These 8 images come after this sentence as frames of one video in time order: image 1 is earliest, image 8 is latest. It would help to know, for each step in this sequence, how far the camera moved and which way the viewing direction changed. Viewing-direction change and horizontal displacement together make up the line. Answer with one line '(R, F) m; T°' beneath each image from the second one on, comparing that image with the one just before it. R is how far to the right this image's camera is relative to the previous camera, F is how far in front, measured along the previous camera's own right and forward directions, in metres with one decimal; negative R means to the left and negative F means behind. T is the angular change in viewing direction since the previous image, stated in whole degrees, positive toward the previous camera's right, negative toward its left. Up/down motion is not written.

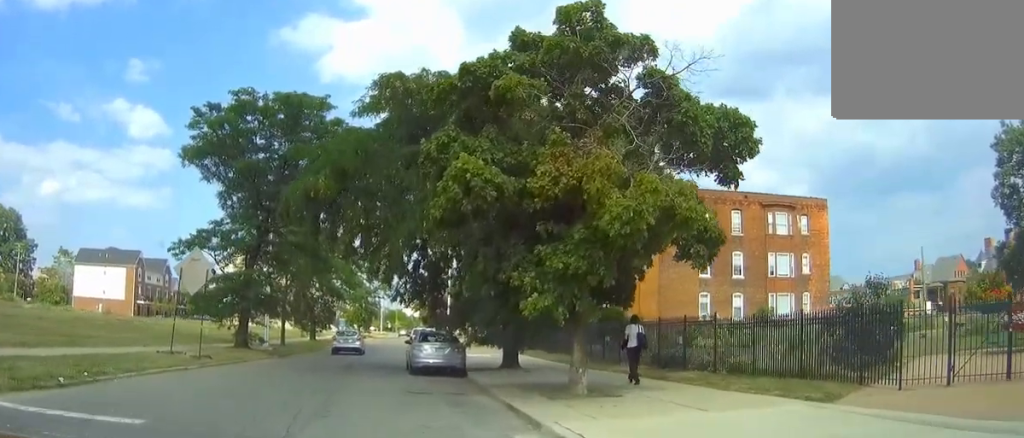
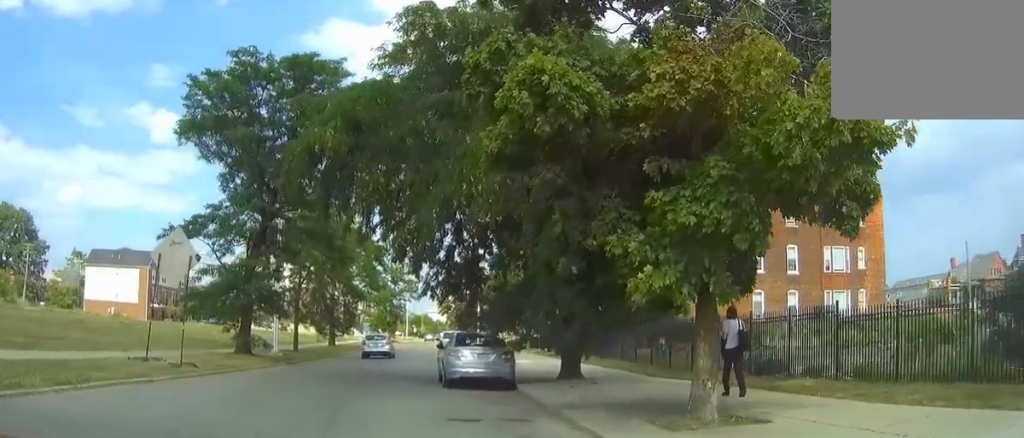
(-0.1, +5.2) m; -3°
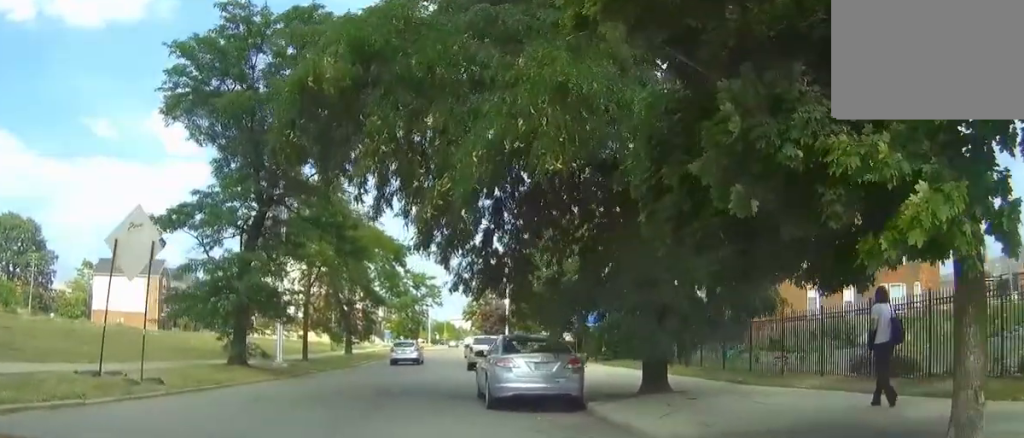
(-0.2, +4.9) m; -2°
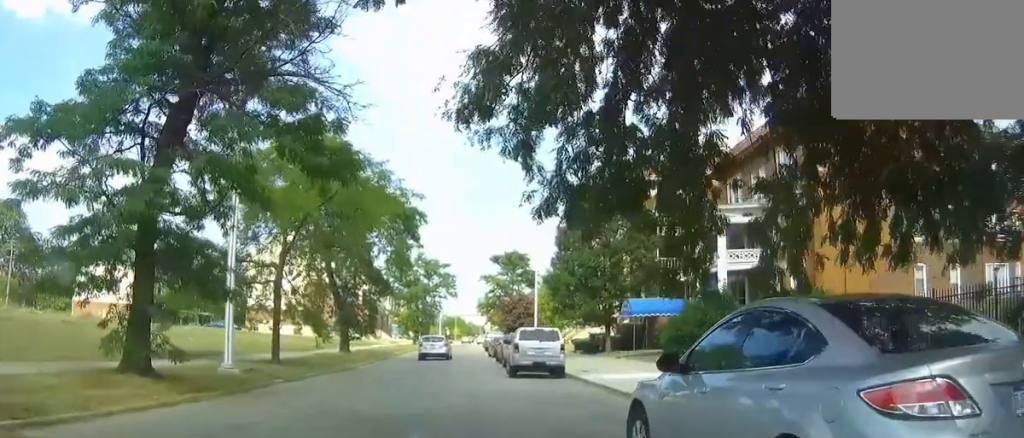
(-0.1, +11.0) m; 0°
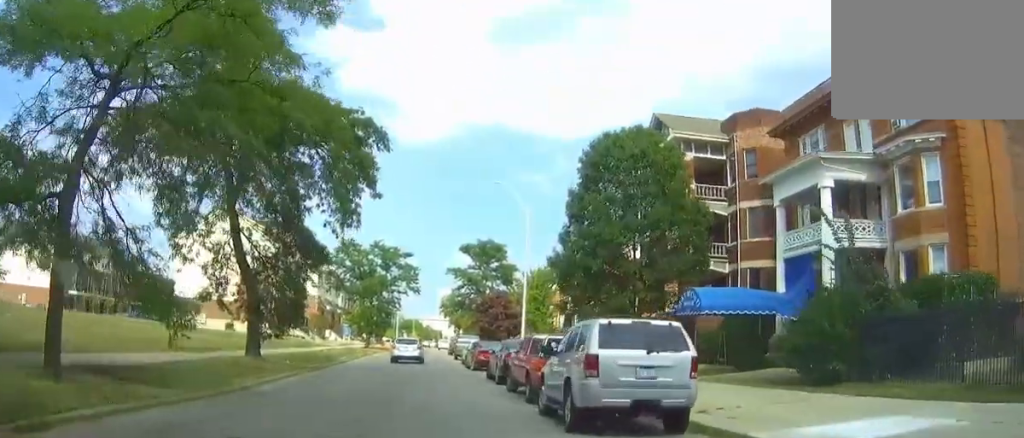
(+0.3, +14.5) m; +3°
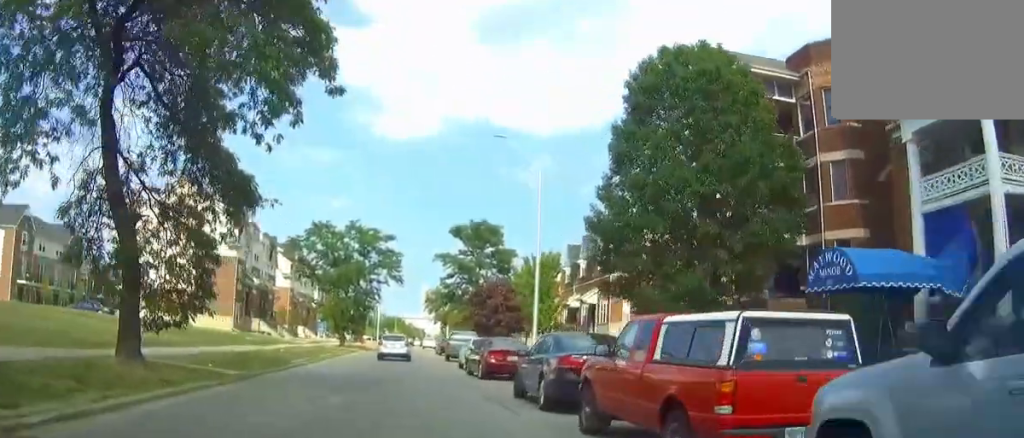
(+0.2, +9.9) m; +3°
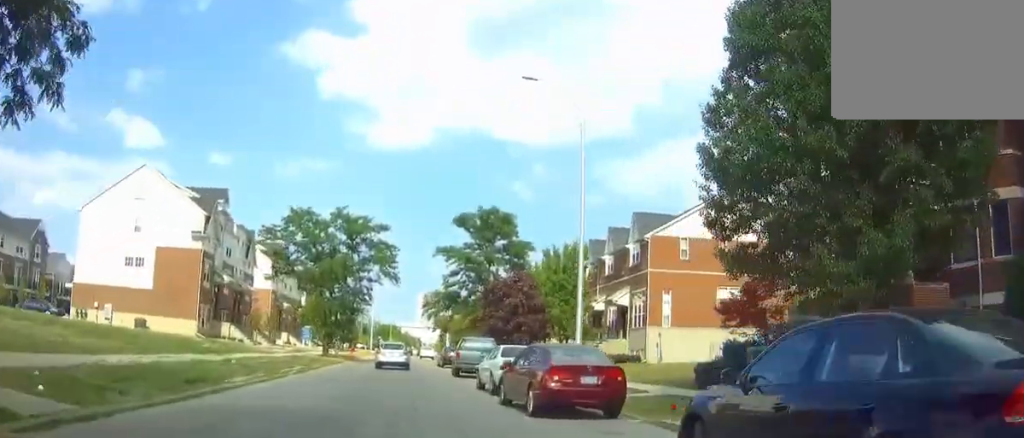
(+0.4, +10.2) m; +2°
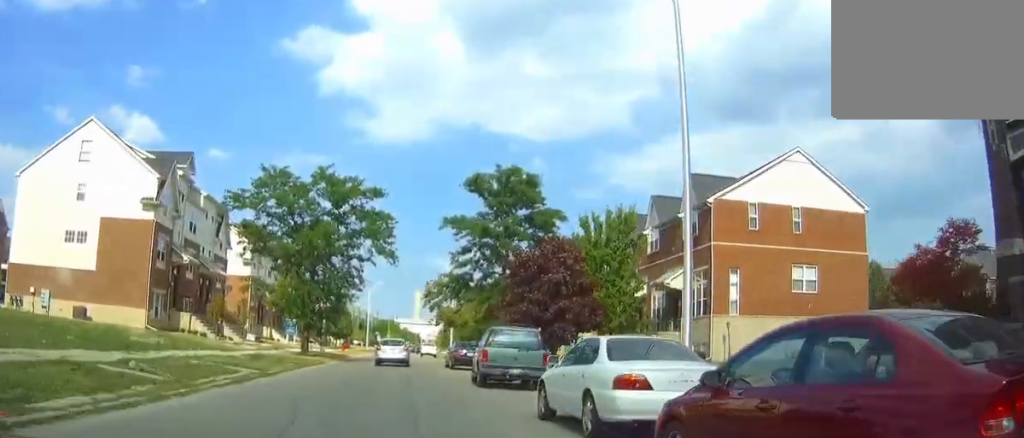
(0.0, +10.6) m; -1°
